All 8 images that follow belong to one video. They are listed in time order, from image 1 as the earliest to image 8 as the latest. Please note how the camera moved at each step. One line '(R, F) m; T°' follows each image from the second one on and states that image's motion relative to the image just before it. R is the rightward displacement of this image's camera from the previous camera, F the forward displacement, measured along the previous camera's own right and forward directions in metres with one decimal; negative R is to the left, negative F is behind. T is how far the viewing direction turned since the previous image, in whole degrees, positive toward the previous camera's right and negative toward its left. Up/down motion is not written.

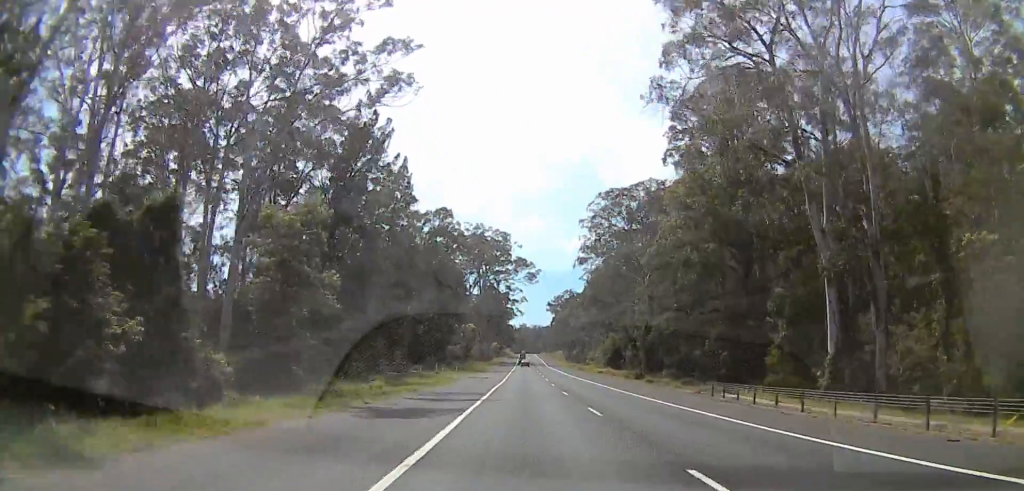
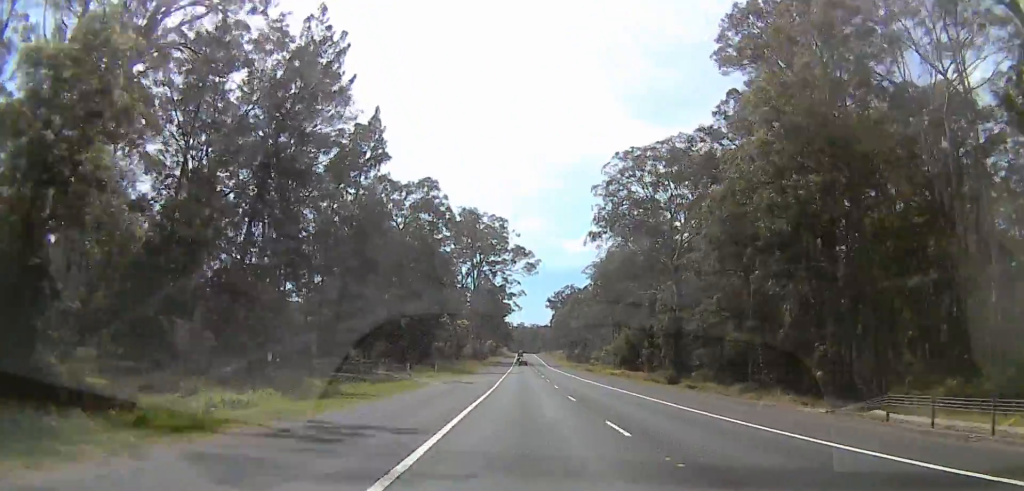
(0.0, +17.0) m; 0°
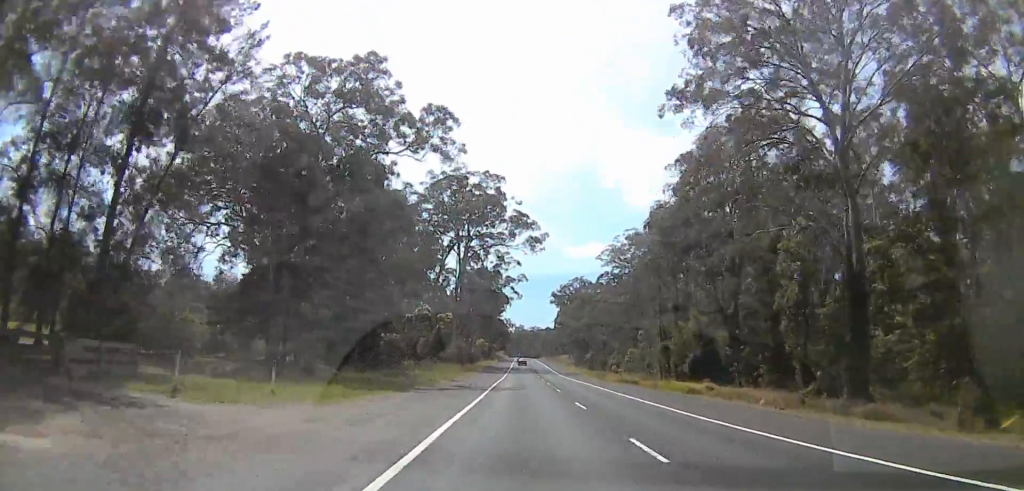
(0.0, +39.0) m; 0°
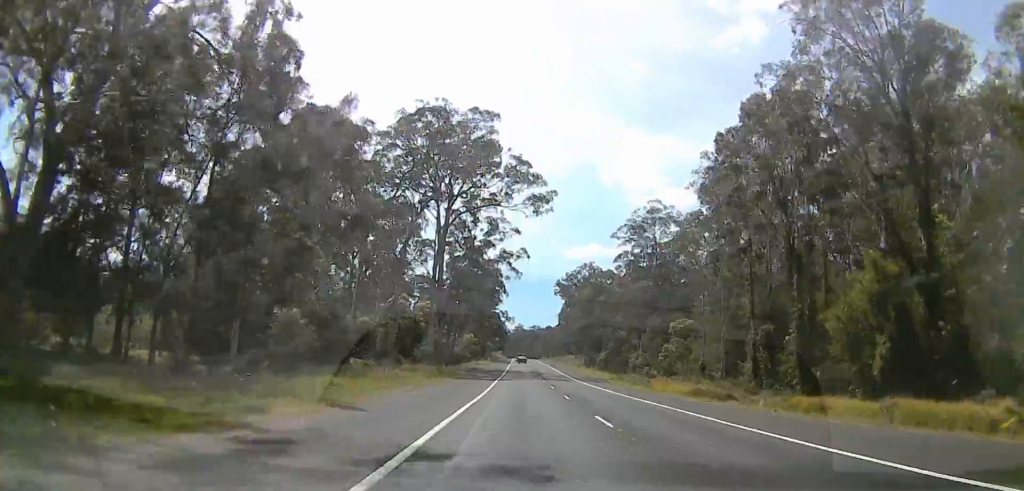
(0.0, +30.8) m; 0°
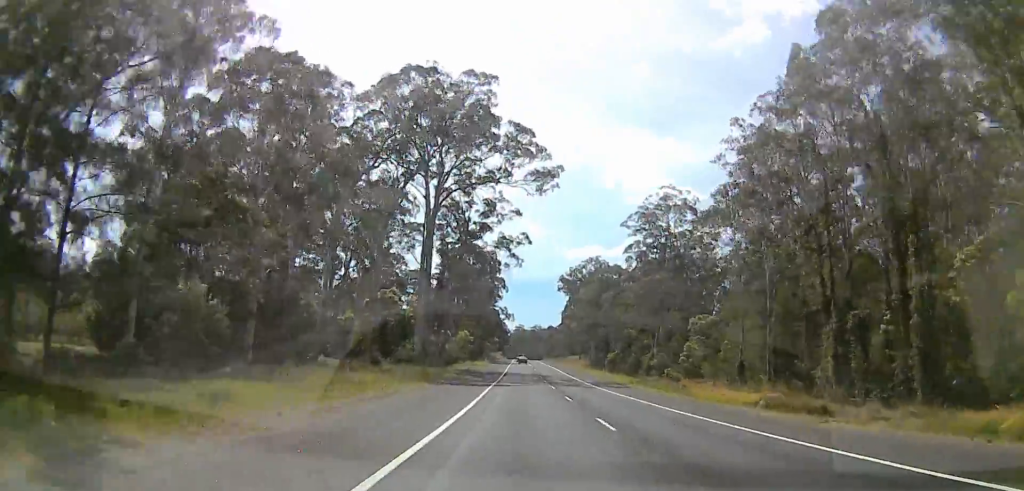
(0.0, +12.3) m; -1°
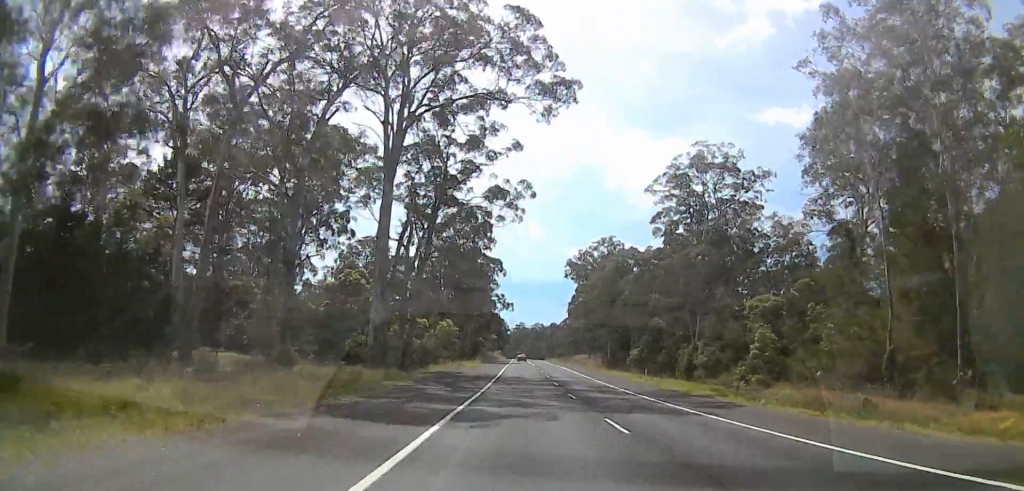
(-0.6, +25.4) m; -1°
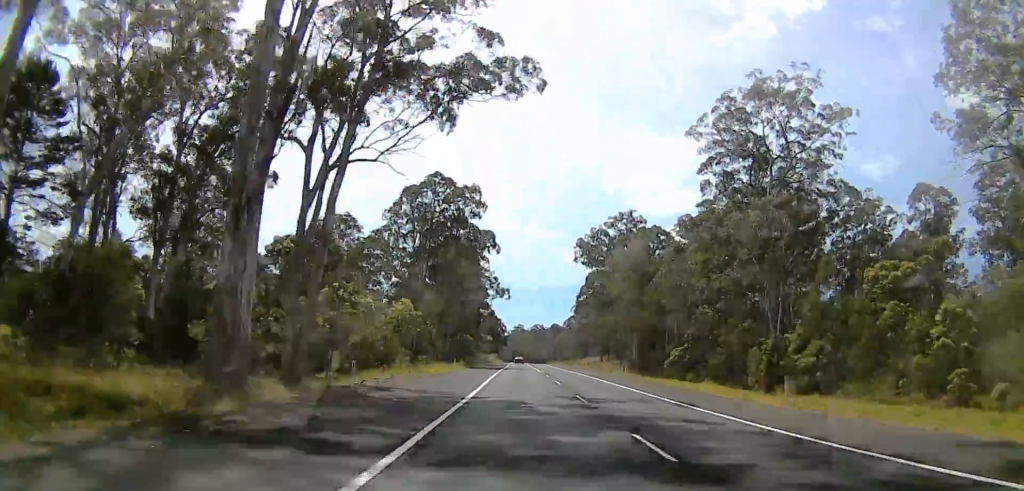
(+0.5, +27.8) m; +2°
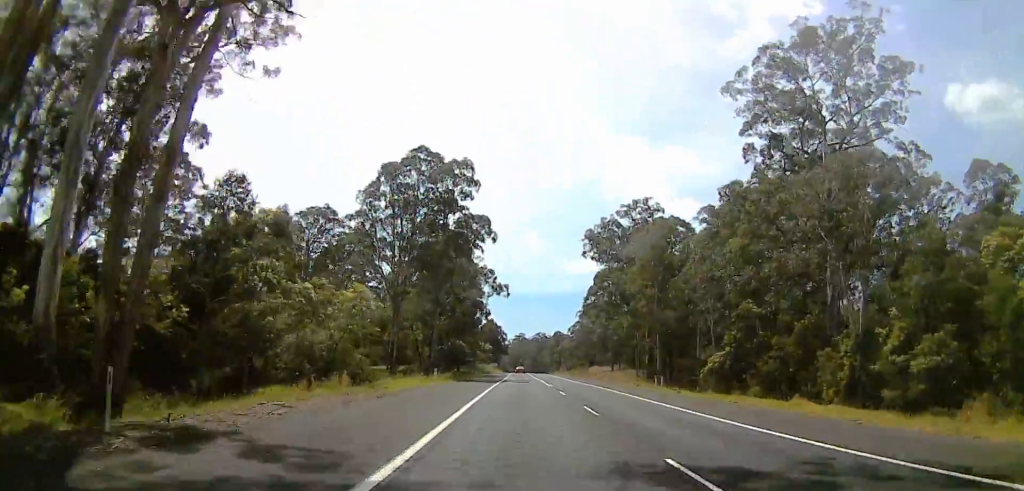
(+1.5, +14.8) m; 0°
